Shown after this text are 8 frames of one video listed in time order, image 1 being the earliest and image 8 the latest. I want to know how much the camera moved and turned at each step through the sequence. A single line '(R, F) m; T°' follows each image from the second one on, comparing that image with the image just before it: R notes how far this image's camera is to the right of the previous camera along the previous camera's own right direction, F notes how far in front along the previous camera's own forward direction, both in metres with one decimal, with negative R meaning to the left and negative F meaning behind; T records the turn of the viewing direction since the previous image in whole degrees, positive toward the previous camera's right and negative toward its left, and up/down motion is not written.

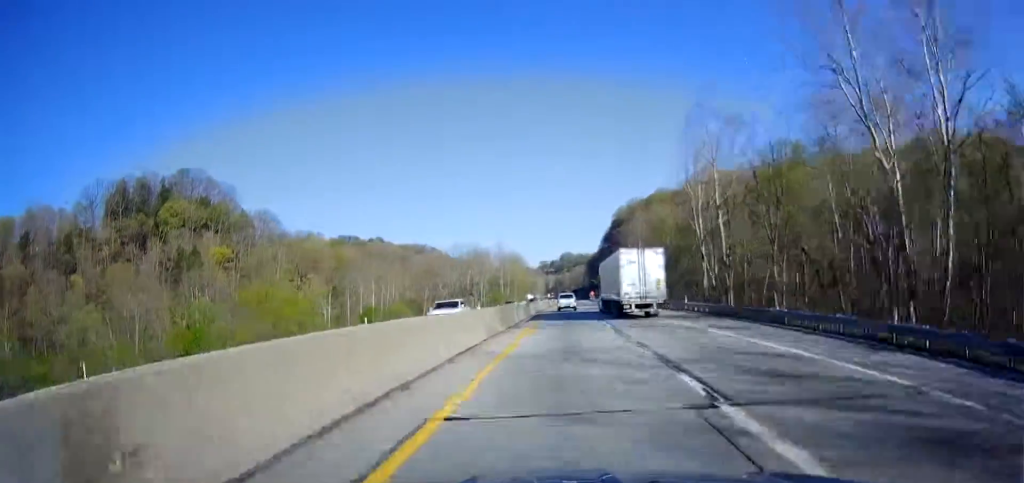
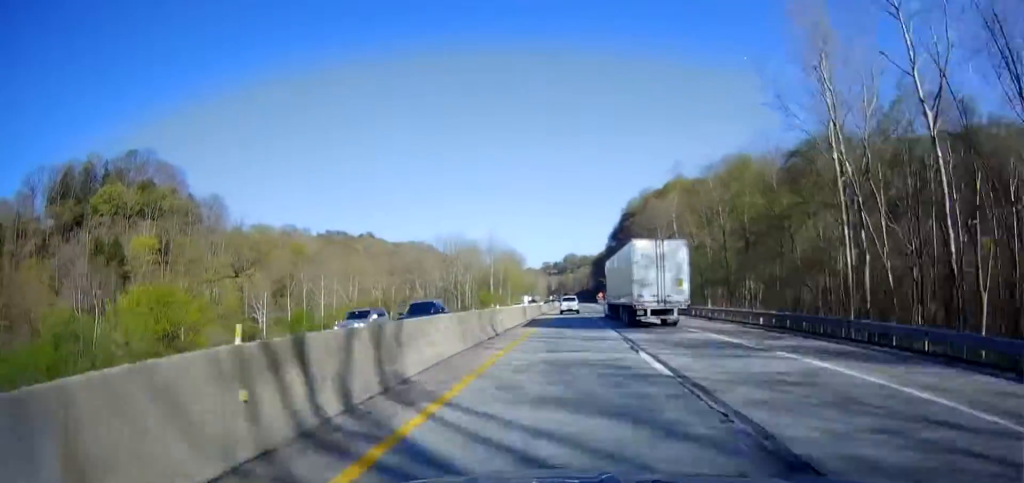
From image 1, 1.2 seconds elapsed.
(+0.3, +39.7) m; 0°
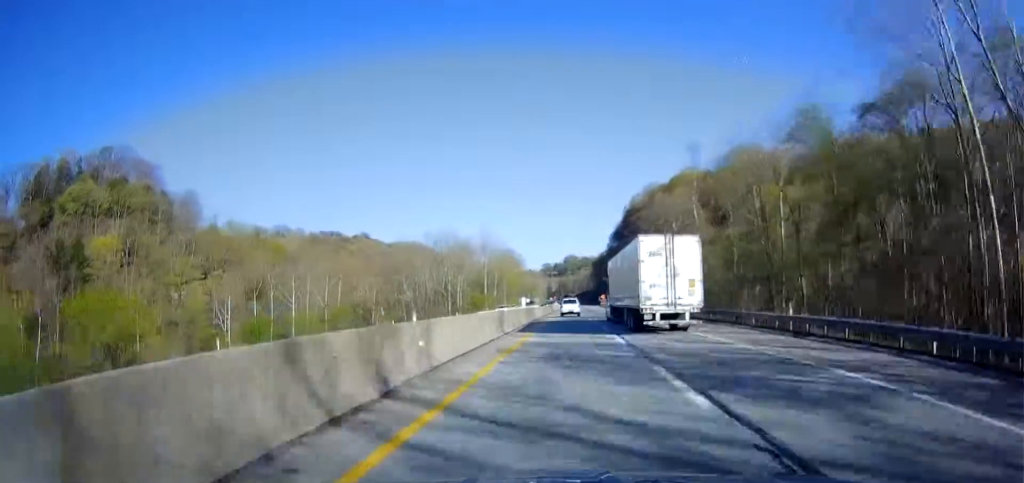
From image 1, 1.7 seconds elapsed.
(-0.1, +15.6) m; 0°
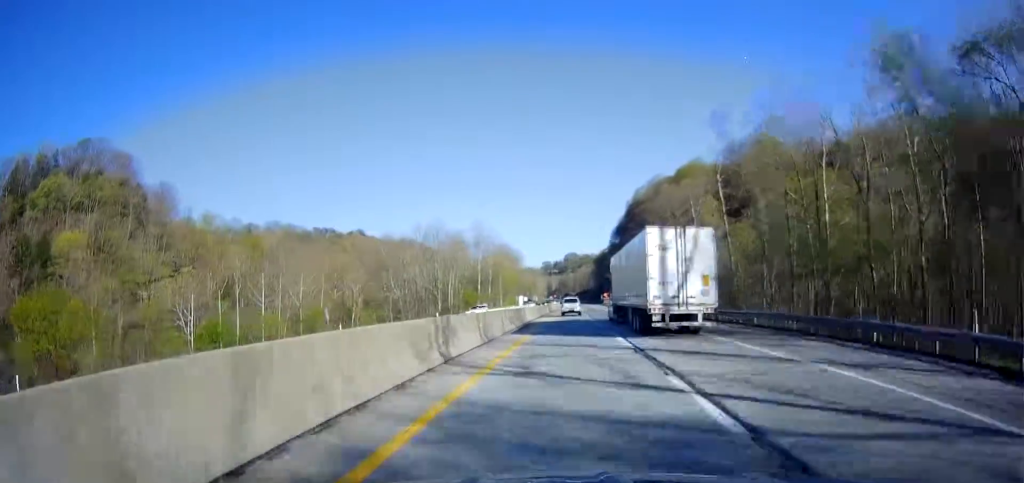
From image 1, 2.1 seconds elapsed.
(-0.2, +13.4) m; 0°
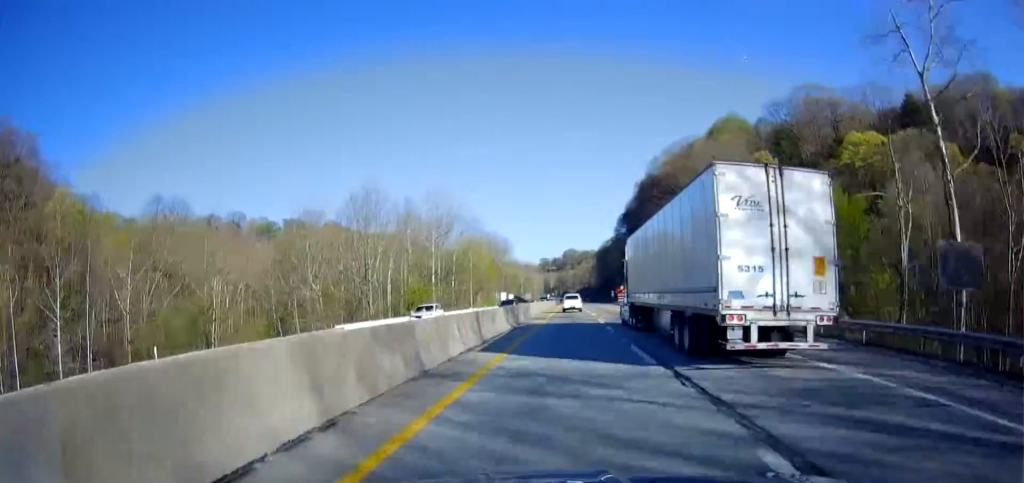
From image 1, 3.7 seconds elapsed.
(+0.3, +54.1) m; 0°
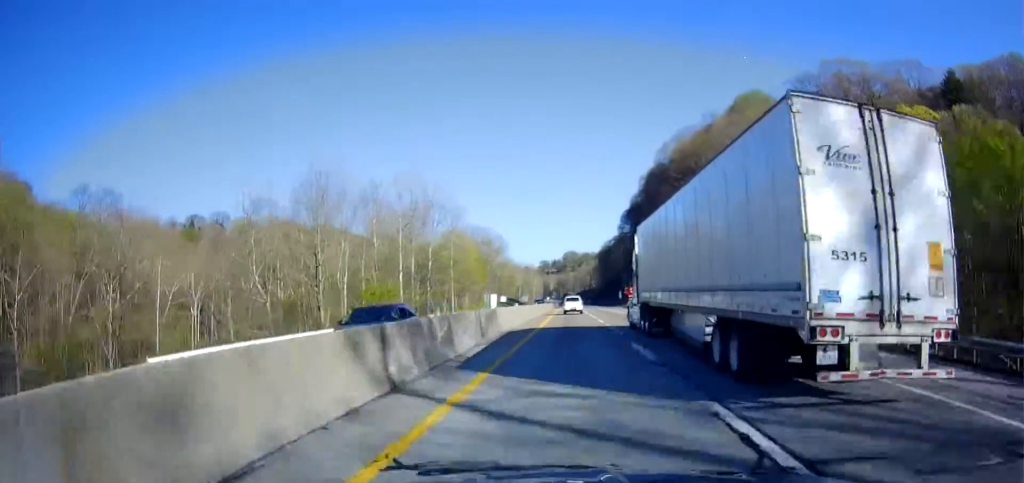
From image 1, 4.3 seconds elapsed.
(-0.1, +21.6) m; 0°
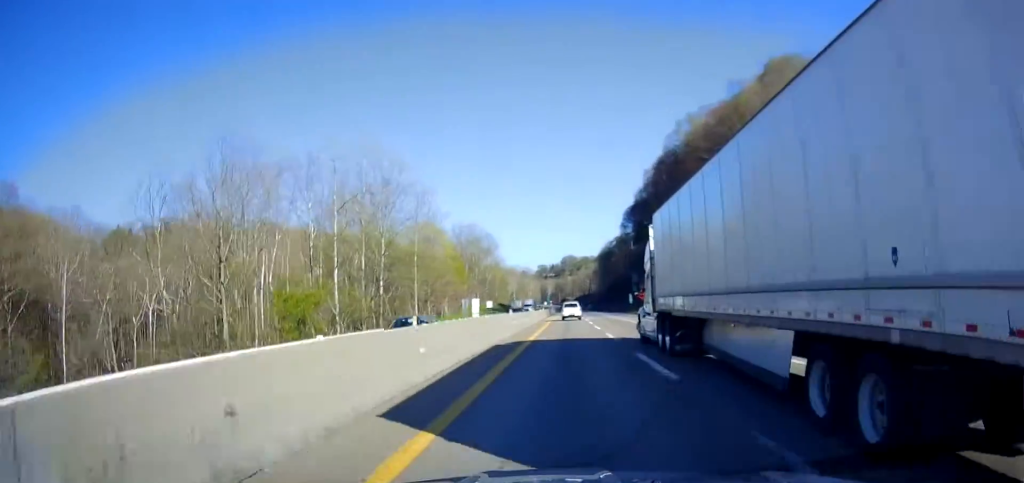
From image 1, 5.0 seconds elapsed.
(0.0, +25.2) m; 0°
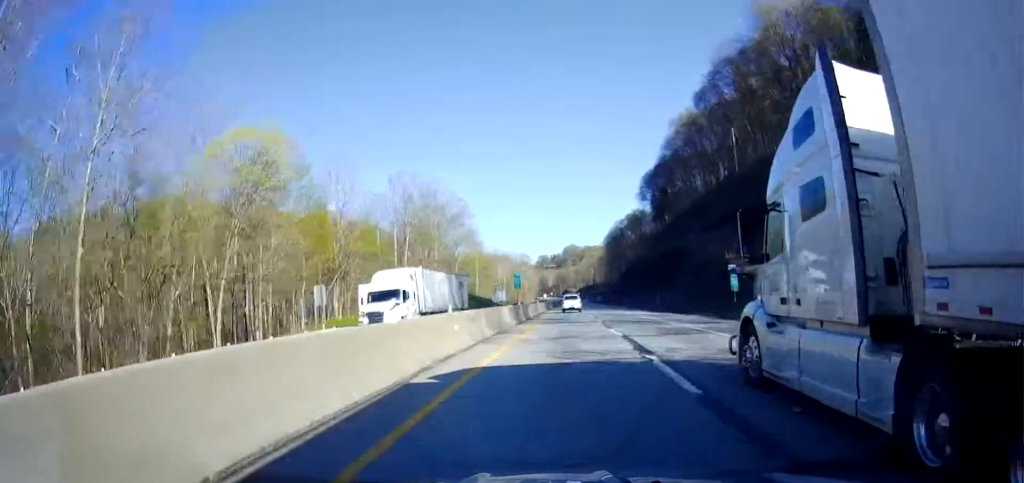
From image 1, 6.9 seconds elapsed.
(0.0, +64.4) m; 0°
